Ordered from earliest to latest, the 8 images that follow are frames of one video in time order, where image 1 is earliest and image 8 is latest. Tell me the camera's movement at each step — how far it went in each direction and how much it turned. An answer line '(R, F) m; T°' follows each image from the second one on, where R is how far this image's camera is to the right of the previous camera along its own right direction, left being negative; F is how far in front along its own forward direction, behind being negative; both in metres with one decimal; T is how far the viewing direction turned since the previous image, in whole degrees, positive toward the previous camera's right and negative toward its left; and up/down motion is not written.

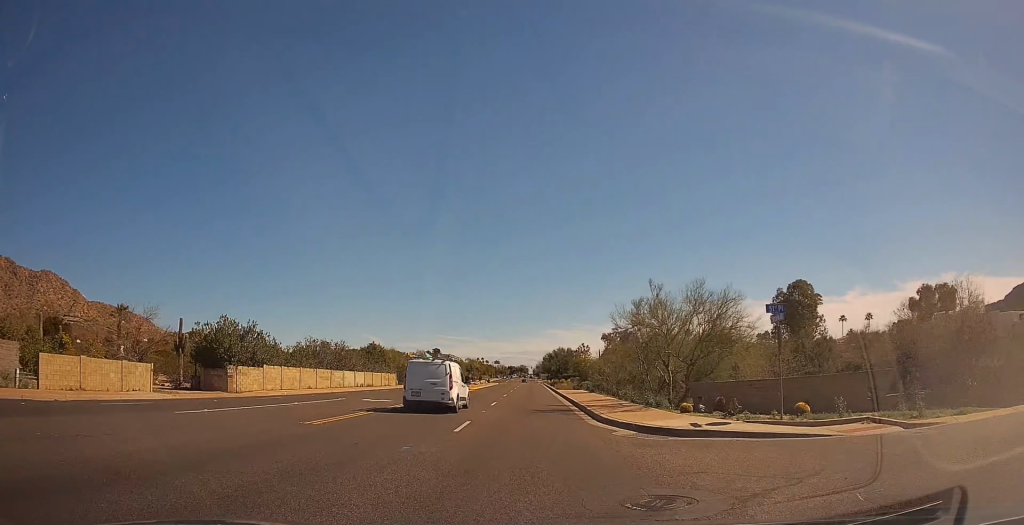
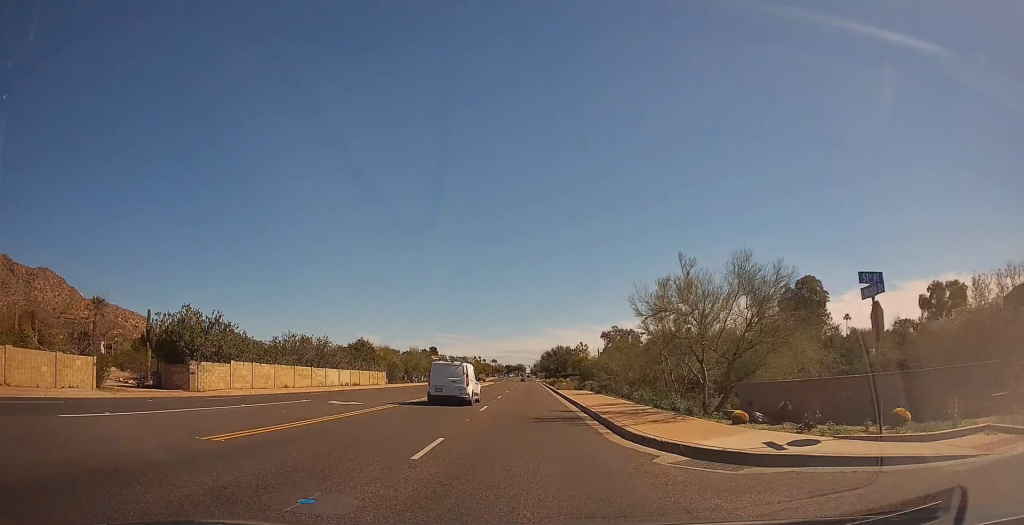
(0.0, +4.9) m; +1°
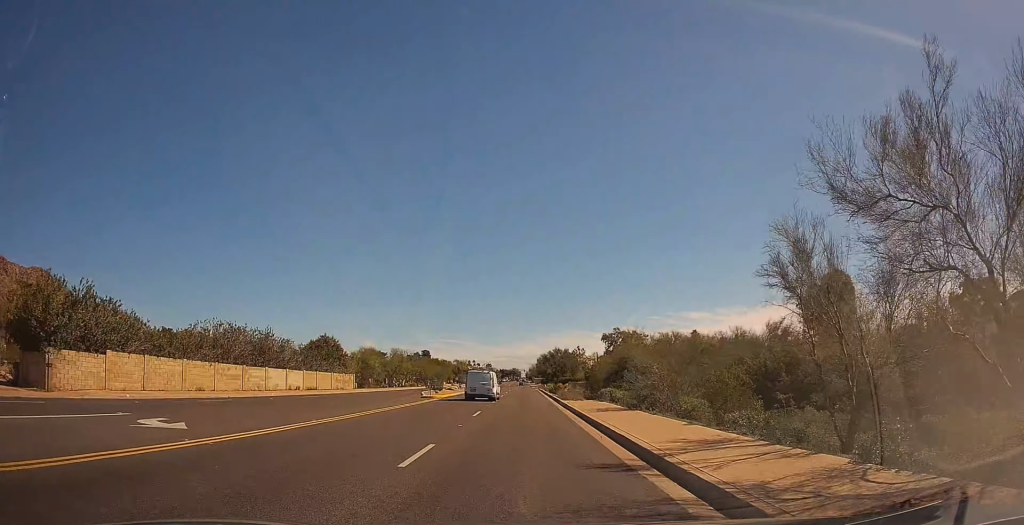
(+0.3, +12.7) m; +2°
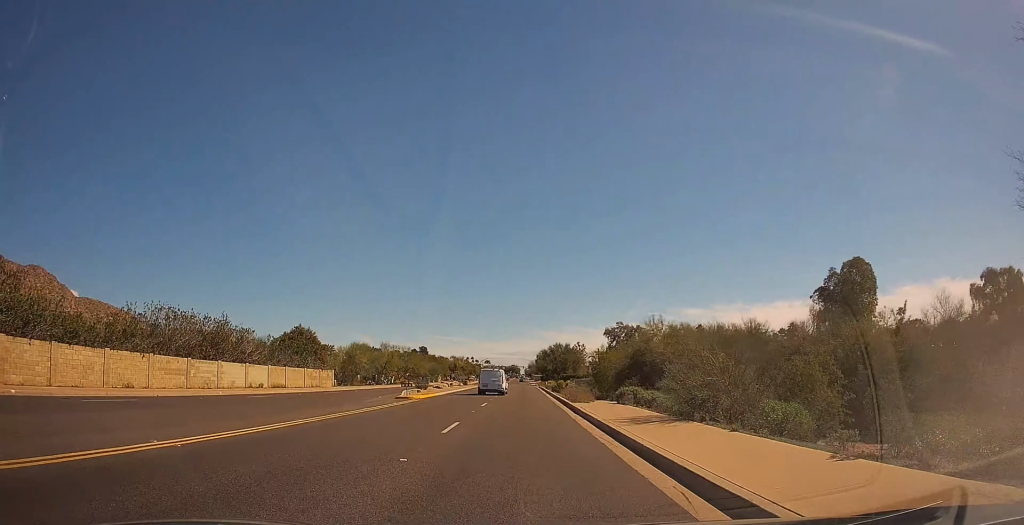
(+0.3, +7.3) m; 0°
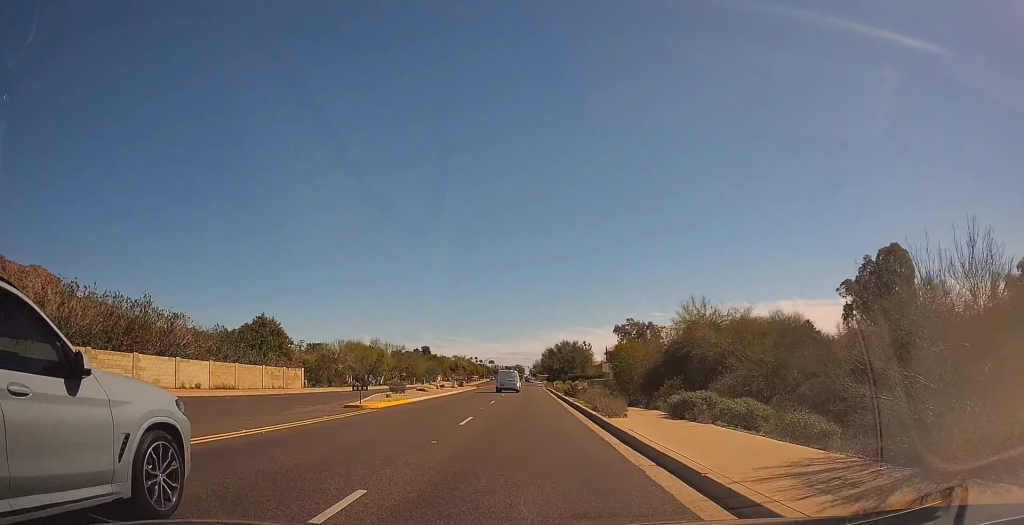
(-0.5, +9.9) m; 0°
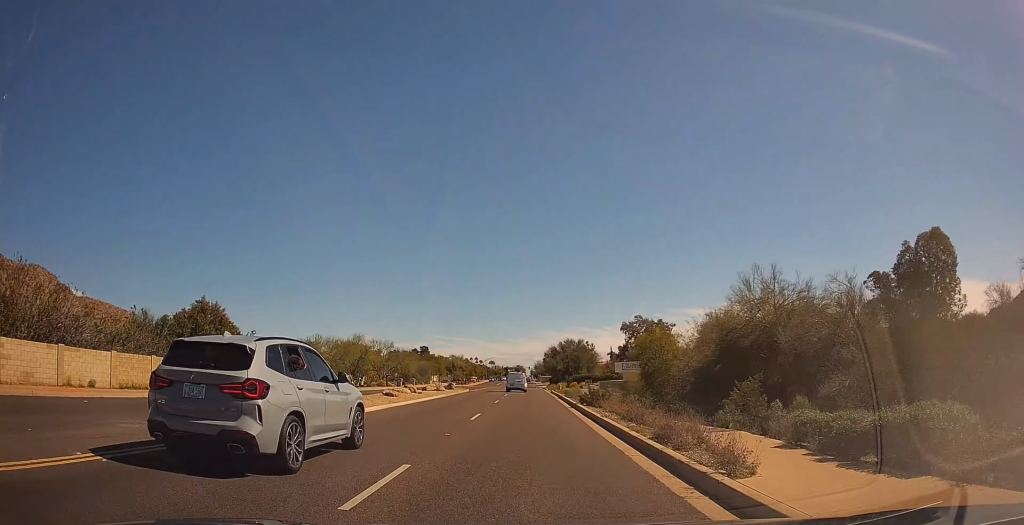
(+0.4, +10.1) m; -2°
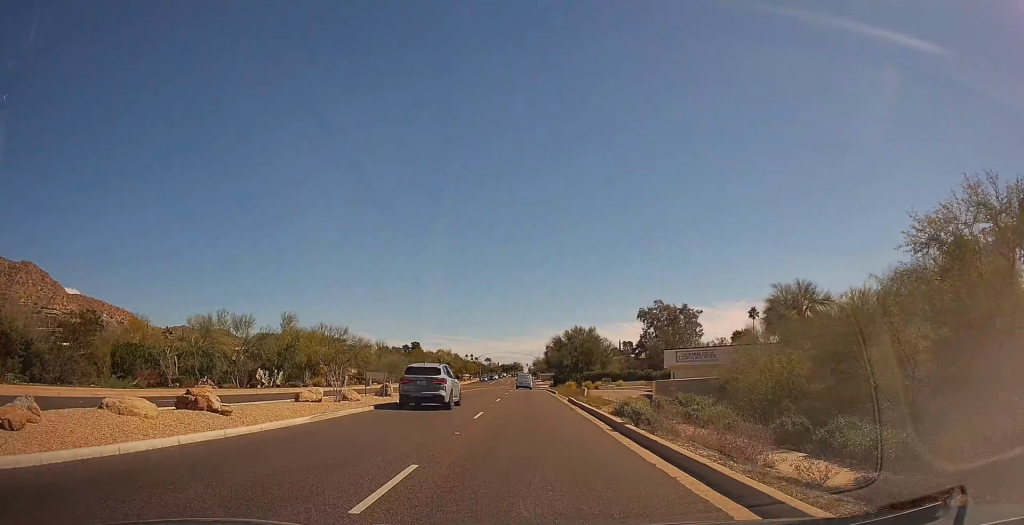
(-2.1, +25.0) m; -4°
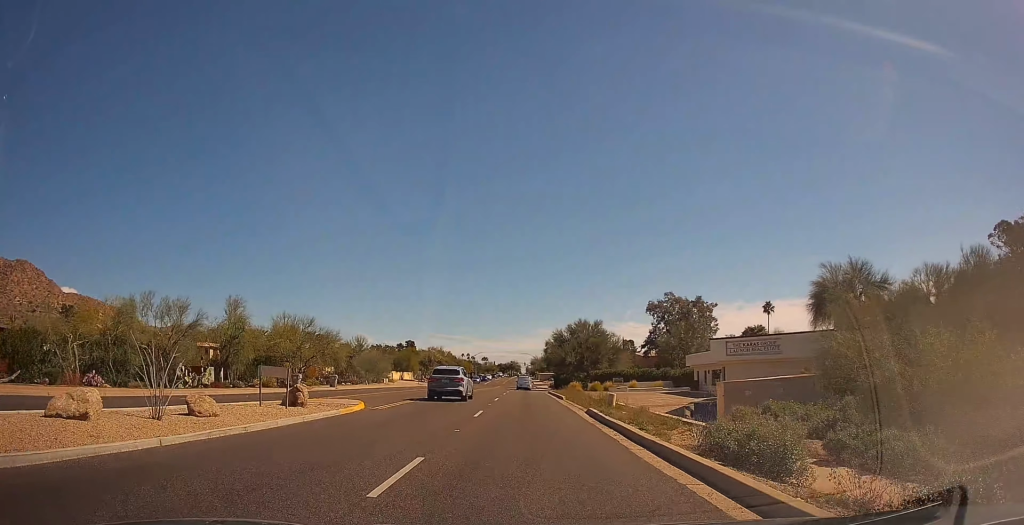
(+0.4, +11.7) m; +5°
